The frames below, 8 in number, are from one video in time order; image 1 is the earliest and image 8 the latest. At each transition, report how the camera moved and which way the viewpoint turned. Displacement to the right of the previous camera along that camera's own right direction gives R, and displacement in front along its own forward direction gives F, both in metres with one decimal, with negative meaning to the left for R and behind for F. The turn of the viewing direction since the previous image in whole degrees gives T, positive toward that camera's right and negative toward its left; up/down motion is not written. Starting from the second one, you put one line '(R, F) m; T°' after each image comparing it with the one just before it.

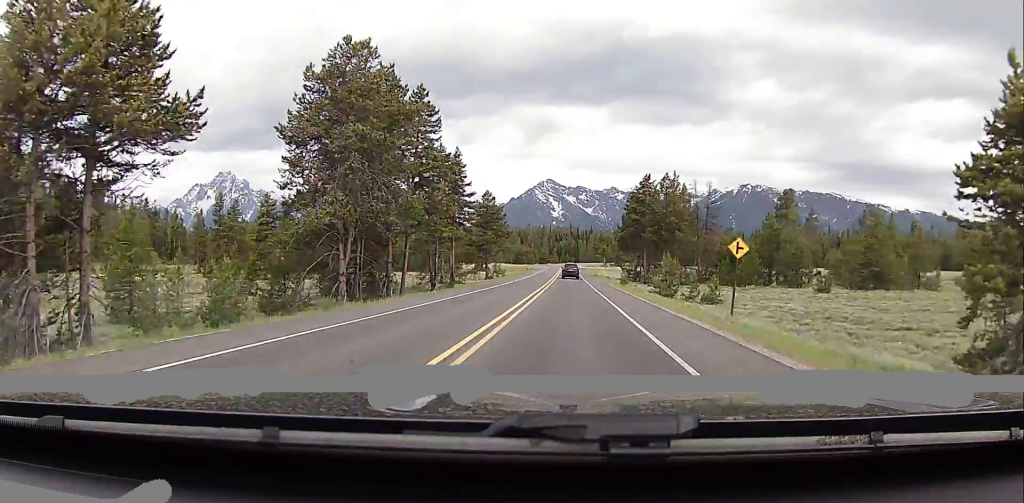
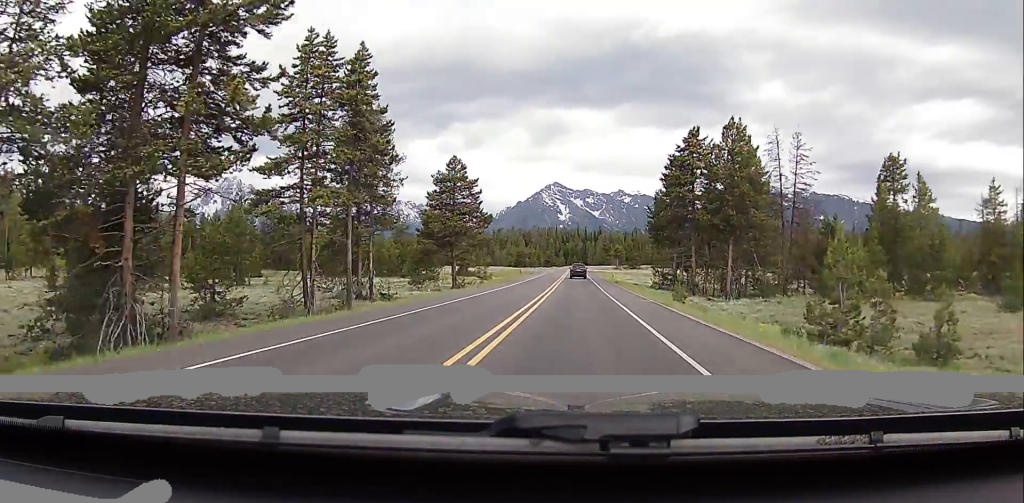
(-0.8, +32.0) m; -3°
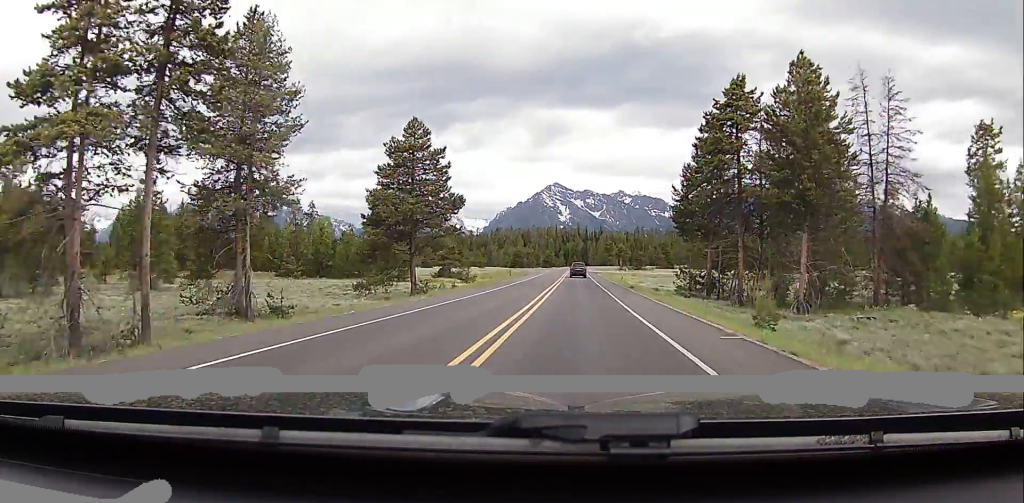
(-0.1, +16.7) m; +1°
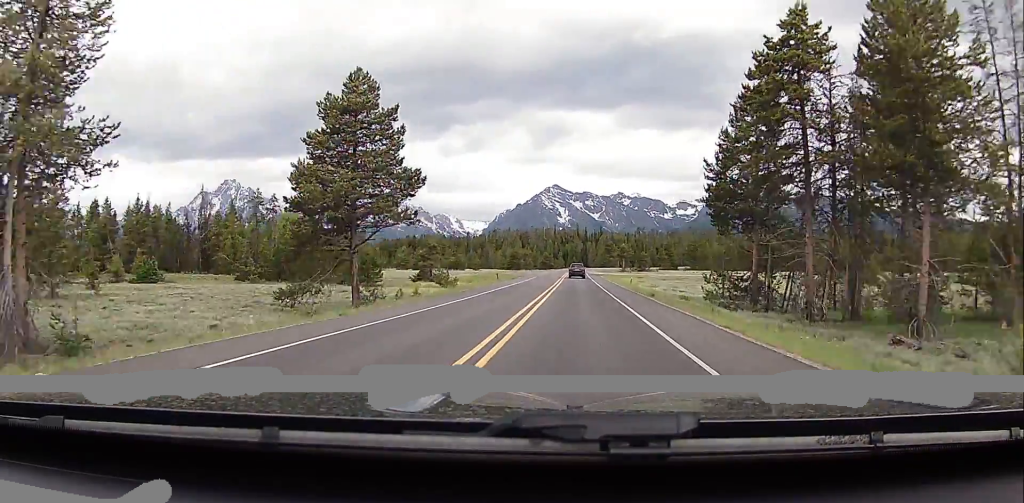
(+0.1, +12.9) m; +1°
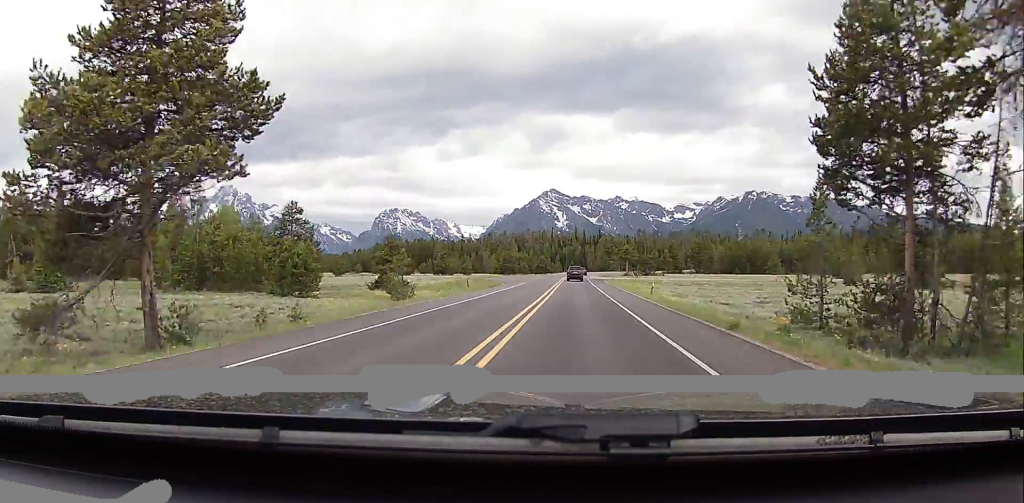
(+0.3, +18.2) m; 0°
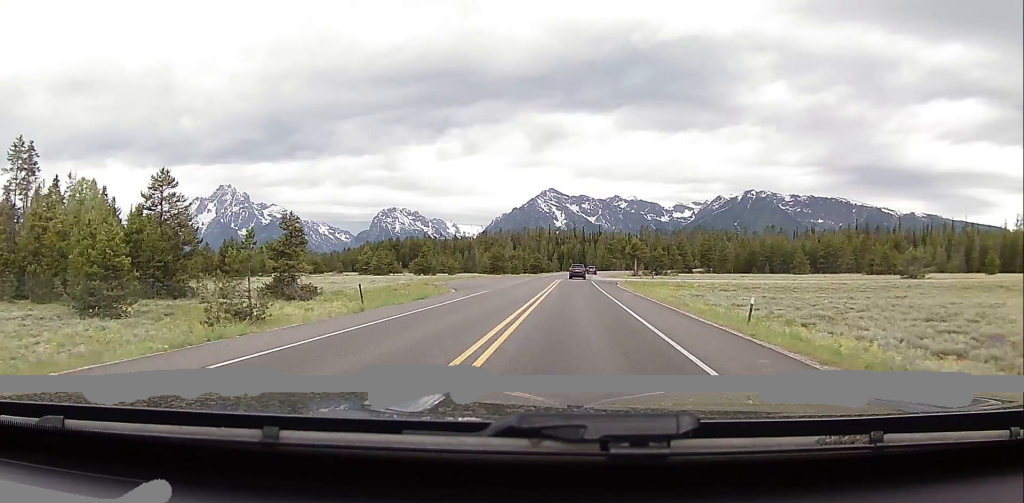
(-0.5, +25.6) m; 0°
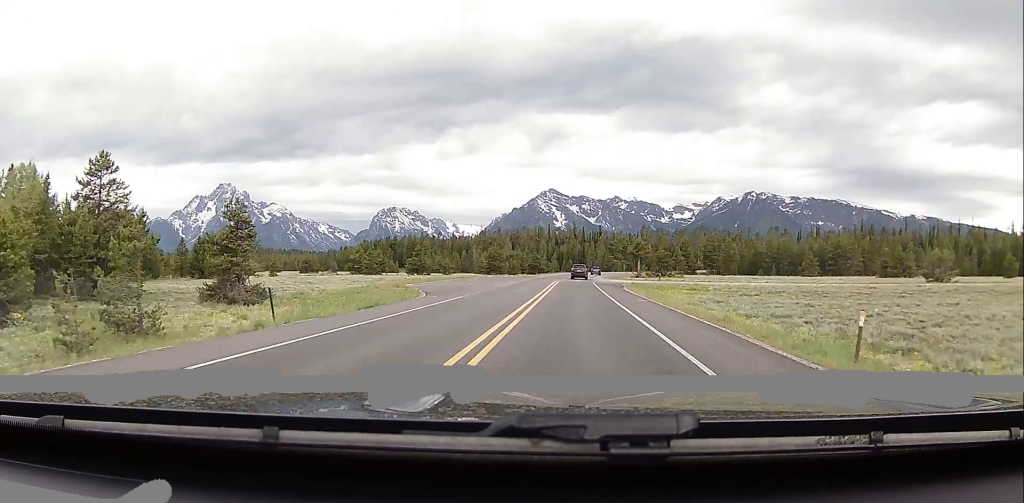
(-0.1, +7.9) m; +1°
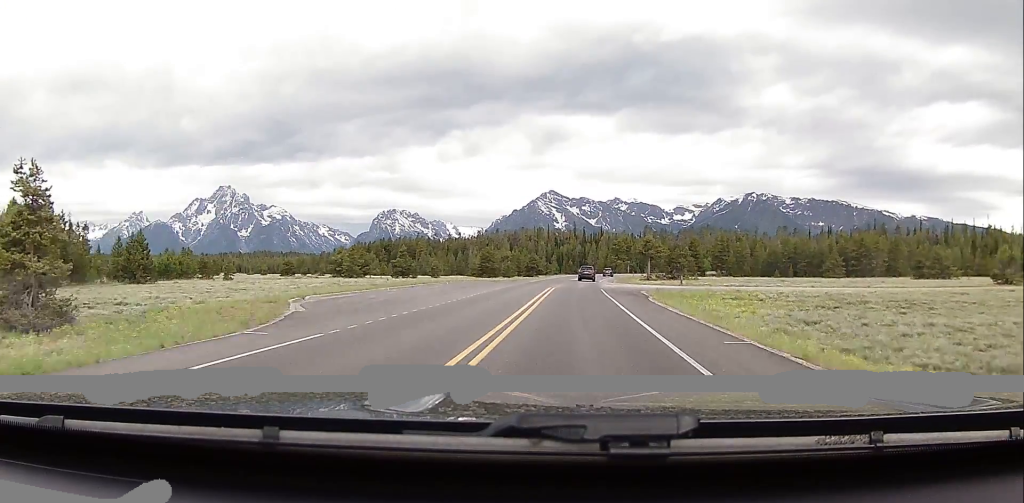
(+0.4, +17.1) m; 0°
